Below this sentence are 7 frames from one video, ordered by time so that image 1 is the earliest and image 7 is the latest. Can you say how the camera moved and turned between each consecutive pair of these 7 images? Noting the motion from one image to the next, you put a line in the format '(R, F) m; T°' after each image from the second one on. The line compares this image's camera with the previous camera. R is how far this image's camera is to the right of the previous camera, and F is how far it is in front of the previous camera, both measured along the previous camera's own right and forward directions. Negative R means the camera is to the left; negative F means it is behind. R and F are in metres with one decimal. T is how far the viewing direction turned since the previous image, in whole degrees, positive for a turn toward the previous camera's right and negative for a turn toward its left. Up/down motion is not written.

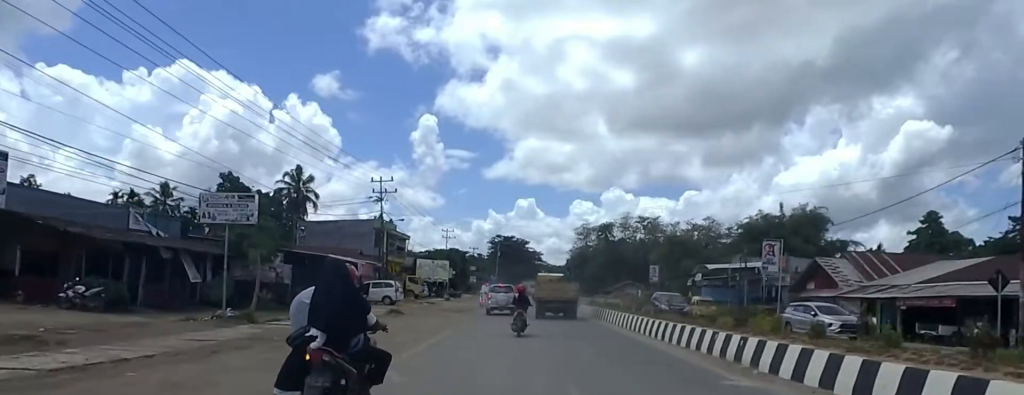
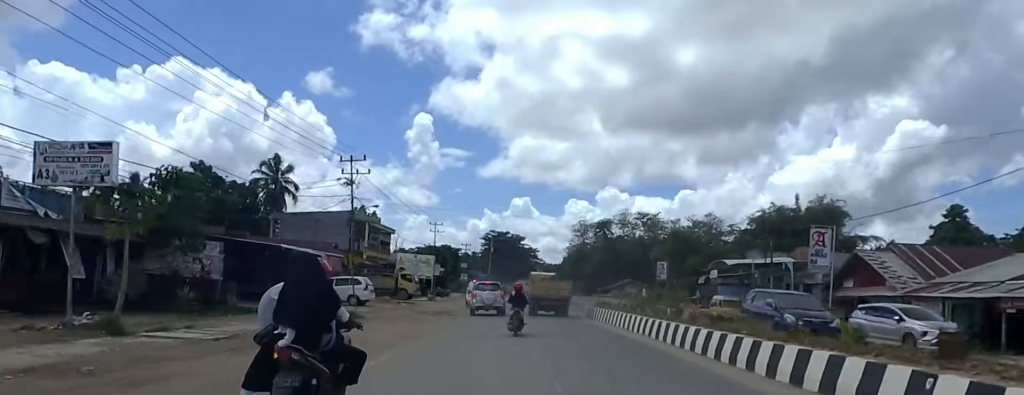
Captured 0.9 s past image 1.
(+0.4, +6.5) m; +6°
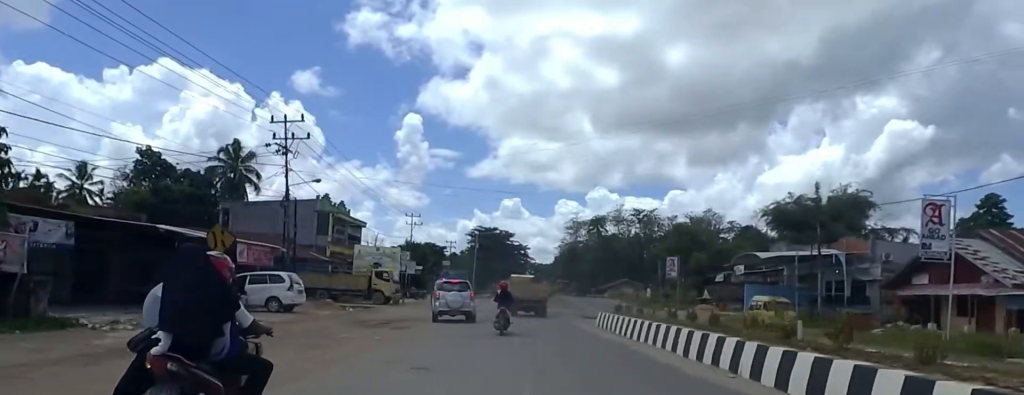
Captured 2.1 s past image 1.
(+0.1, +9.5) m; -7°
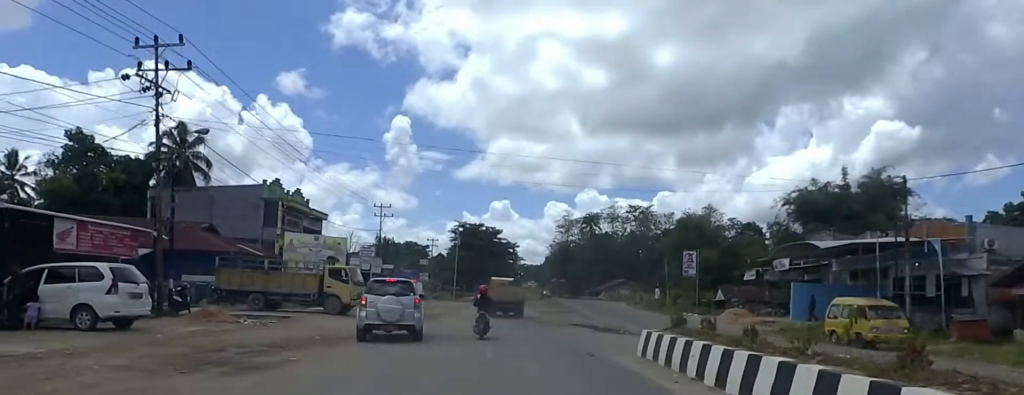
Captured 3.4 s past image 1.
(-0.9, +10.7) m; -5°
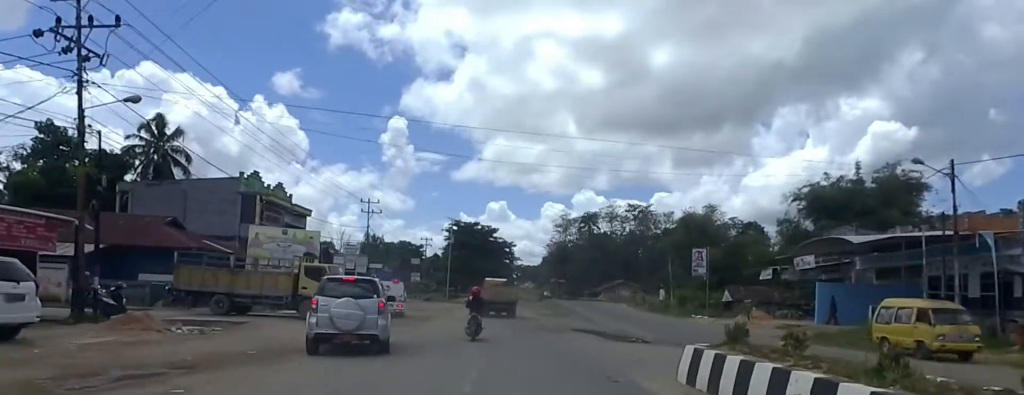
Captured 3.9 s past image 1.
(0.0, +3.8) m; 0°
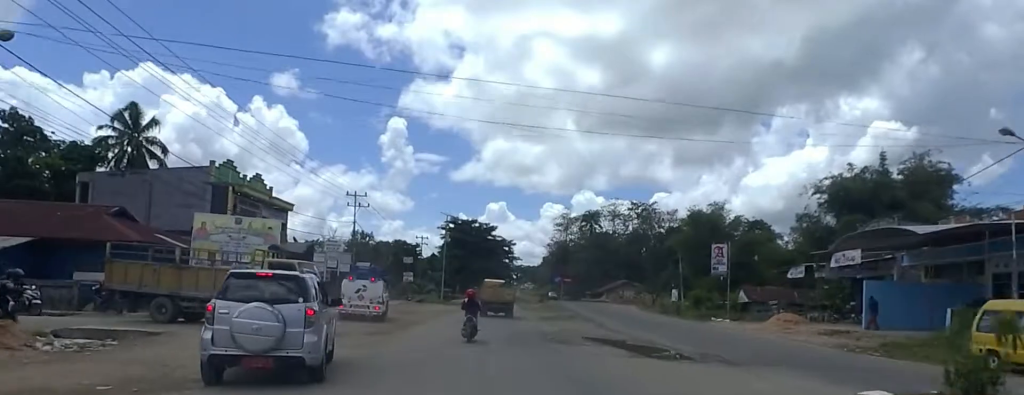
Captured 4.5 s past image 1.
(0.0, +4.9) m; 0°
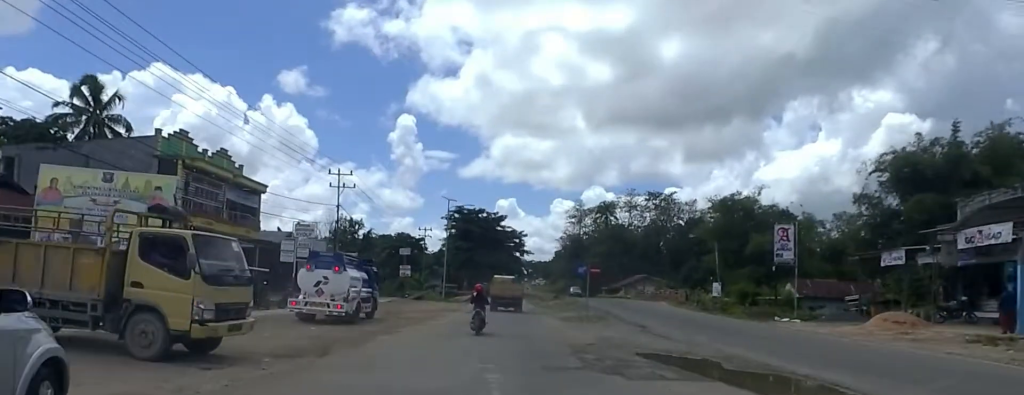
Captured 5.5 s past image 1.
(0.0, +8.8) m; 0°
